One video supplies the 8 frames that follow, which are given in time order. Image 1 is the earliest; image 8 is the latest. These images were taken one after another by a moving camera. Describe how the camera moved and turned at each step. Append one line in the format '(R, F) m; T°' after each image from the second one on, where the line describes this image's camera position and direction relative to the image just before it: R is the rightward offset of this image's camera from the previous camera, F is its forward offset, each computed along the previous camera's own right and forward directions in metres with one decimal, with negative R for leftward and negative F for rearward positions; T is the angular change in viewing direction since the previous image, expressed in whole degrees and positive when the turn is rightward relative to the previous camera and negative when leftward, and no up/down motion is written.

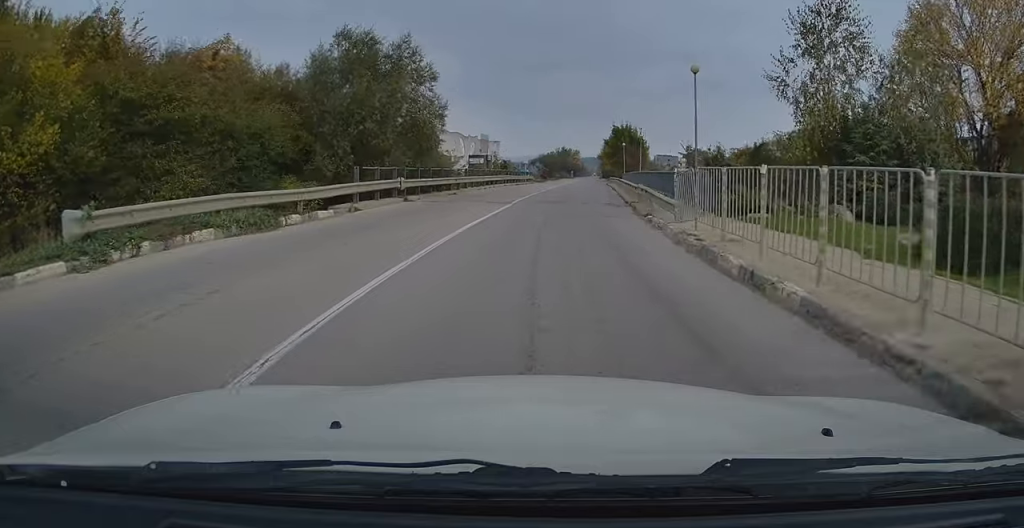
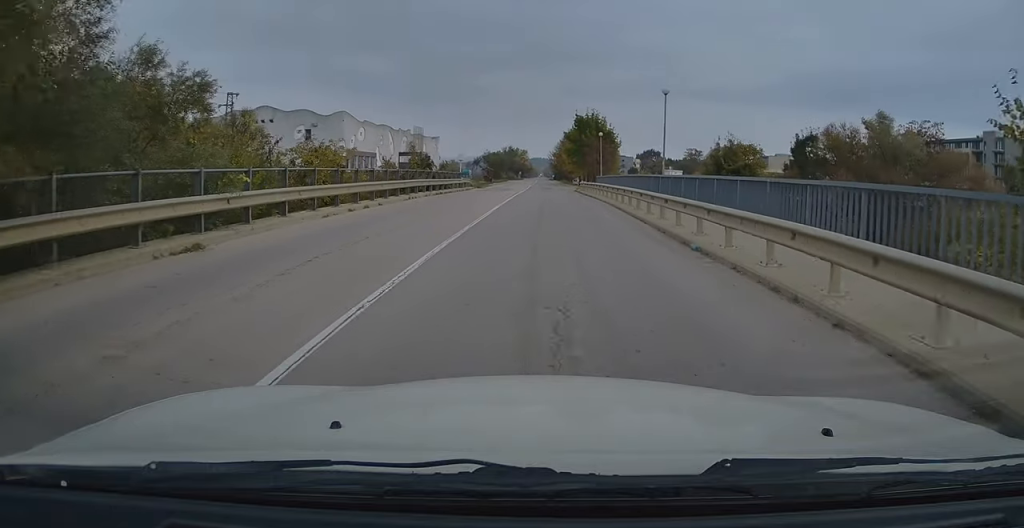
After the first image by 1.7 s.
(+0.7, +22.1) m; +5°
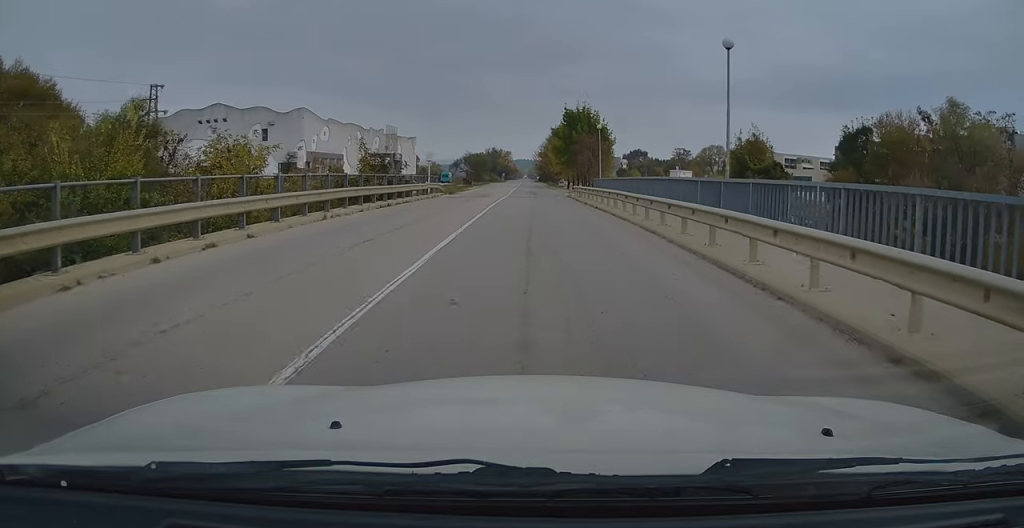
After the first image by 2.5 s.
(+0.4, +9.8) m; +2°
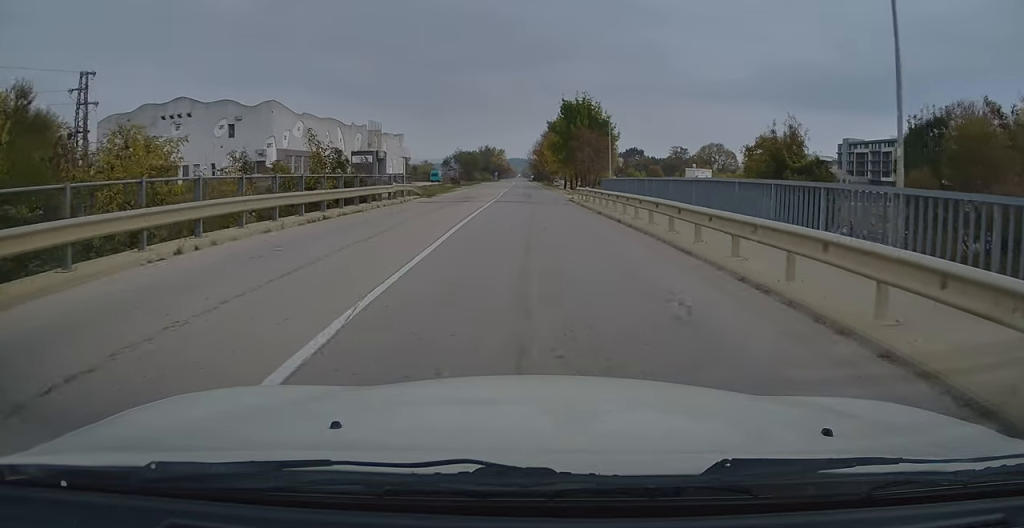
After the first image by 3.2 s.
(0.0, +7.7) m; +1°
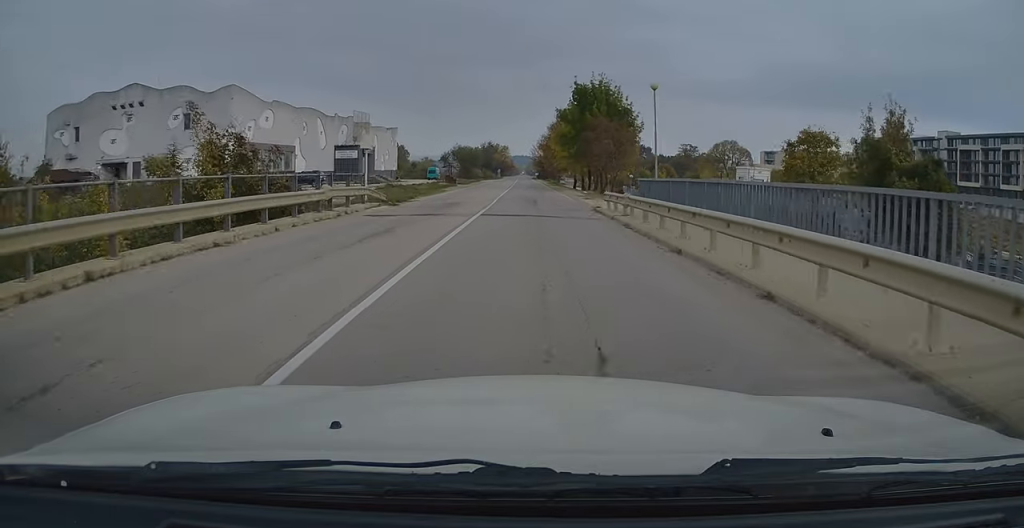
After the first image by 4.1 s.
(0.0, +10.8) m; 0°
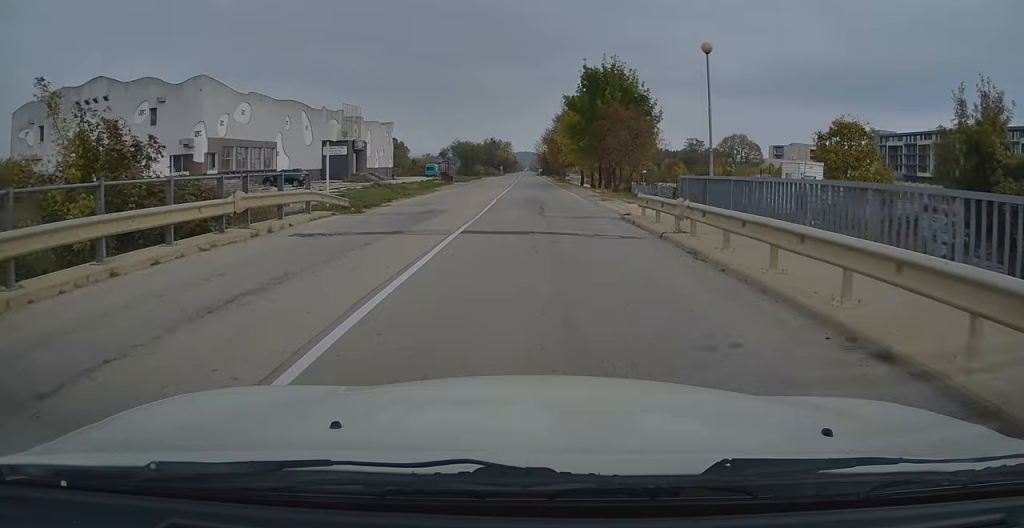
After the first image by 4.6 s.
(+0.1, +6.4) m; 0°
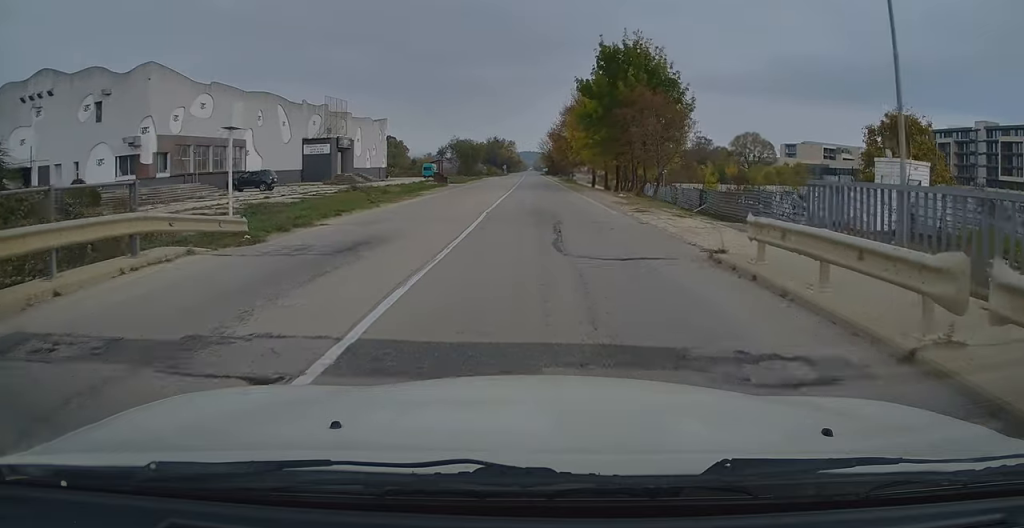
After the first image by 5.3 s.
(-0.2, +8.5) m; -1°
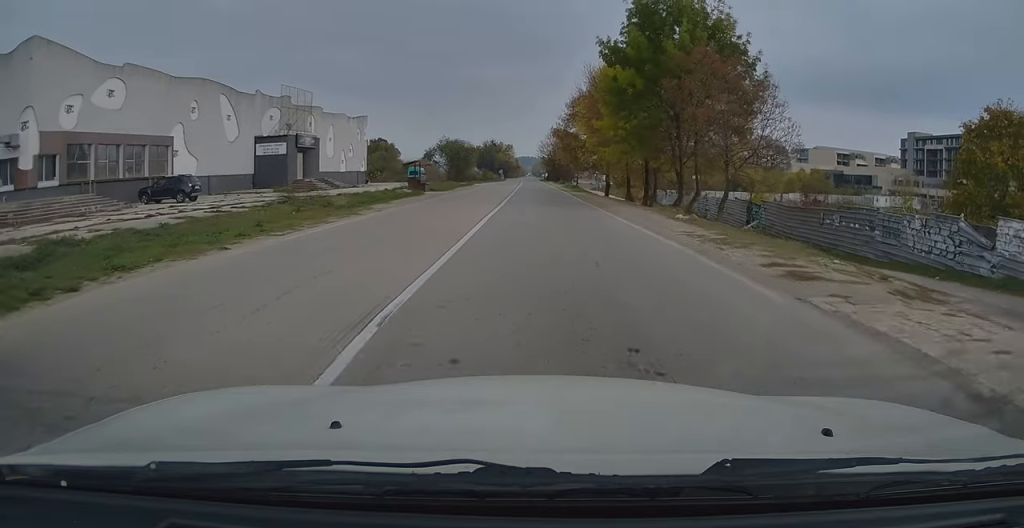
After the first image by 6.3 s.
(0.0, +12.7) m; 0°
